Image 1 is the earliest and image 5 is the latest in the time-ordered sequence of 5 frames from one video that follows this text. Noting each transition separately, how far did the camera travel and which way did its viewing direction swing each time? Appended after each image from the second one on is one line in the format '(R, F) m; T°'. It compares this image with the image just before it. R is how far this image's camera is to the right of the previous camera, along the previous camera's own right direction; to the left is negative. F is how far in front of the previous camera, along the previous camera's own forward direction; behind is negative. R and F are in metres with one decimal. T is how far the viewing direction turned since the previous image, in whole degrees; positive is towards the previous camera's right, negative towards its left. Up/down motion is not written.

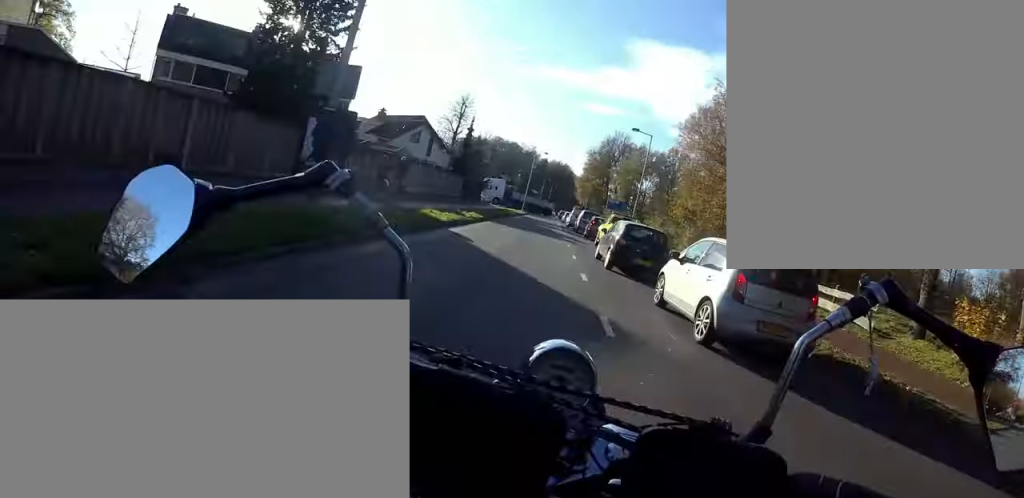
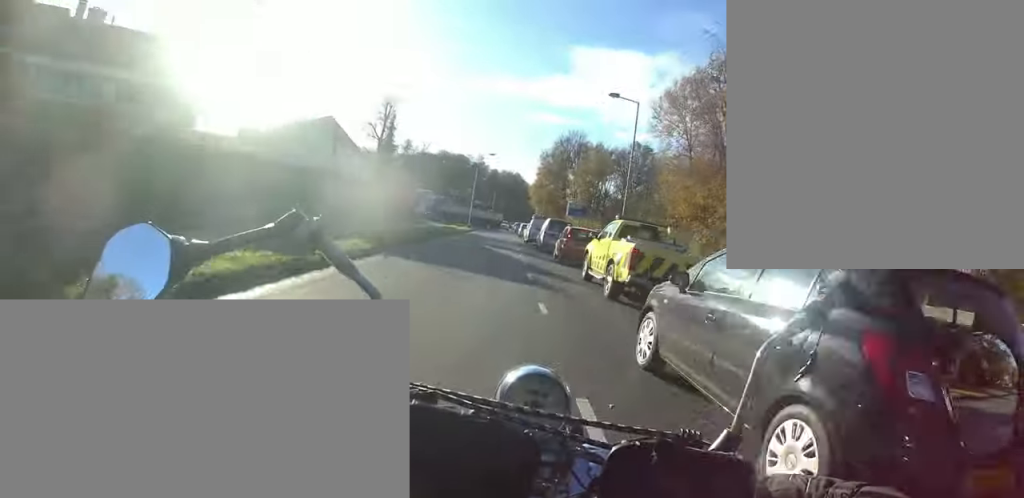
(0.0, +7.0) m; +4°
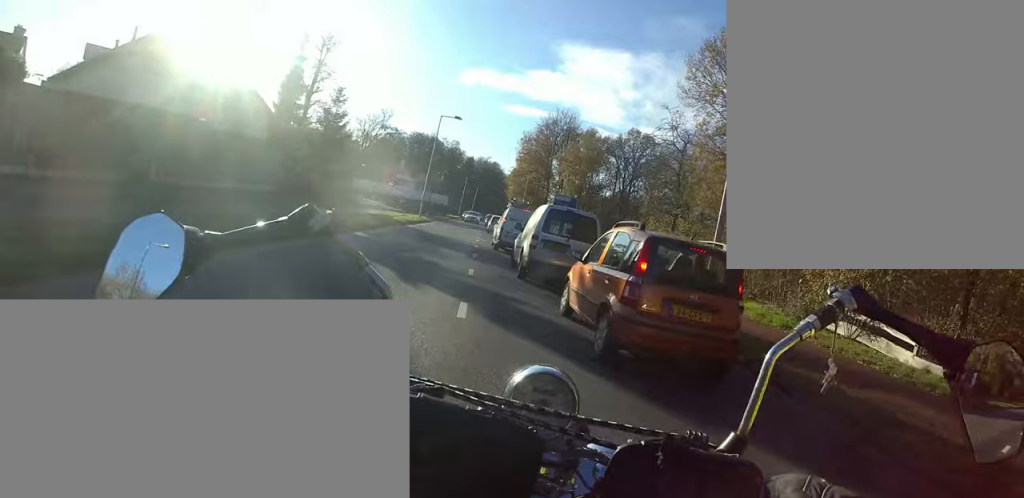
(+1.1, +10.0) m; +9°
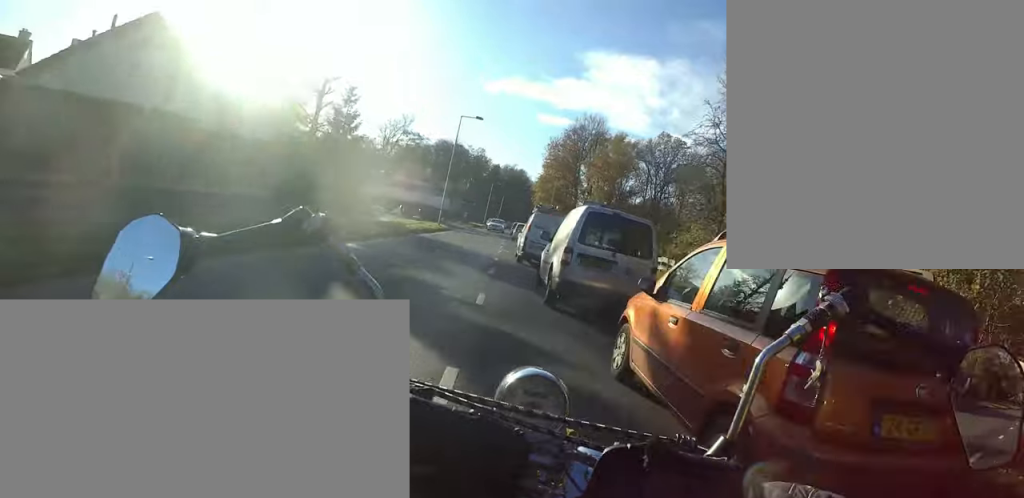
(+0.1, +2.5) m; -5°
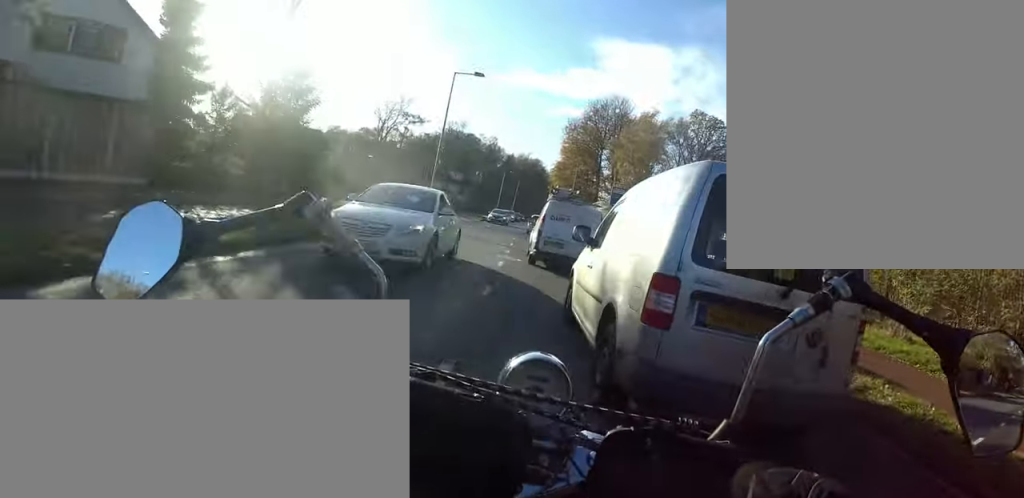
(-2.1, +8.9) m; -10°
